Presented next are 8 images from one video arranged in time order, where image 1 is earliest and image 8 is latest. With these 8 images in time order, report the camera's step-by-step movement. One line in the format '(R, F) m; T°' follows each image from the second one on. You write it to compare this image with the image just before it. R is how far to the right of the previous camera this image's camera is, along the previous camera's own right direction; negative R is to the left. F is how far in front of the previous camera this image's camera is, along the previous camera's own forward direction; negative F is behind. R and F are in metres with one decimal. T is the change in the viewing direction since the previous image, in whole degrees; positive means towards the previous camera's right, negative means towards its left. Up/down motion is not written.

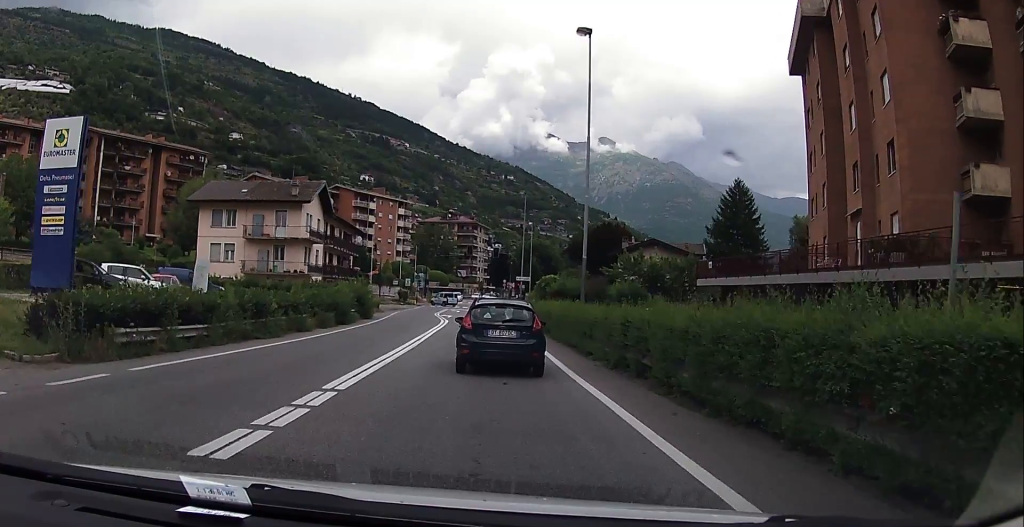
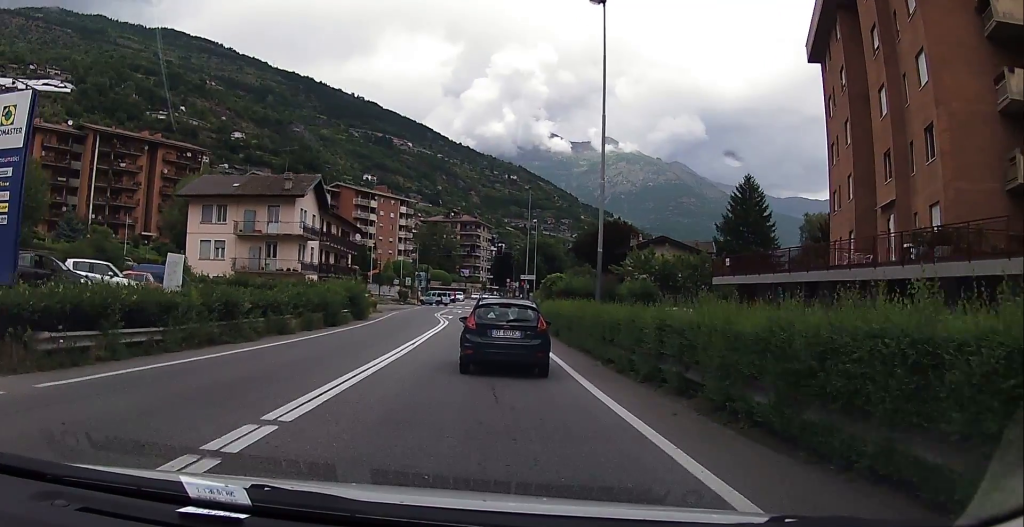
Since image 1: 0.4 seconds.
(+0.2, +2.7) m; -1°
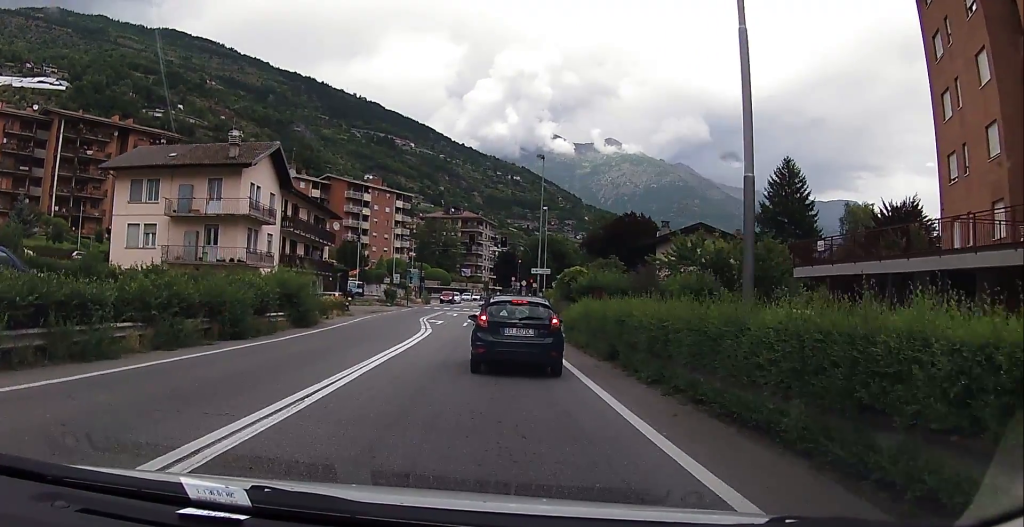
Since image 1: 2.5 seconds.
(0.0, +12.2) m; +3°
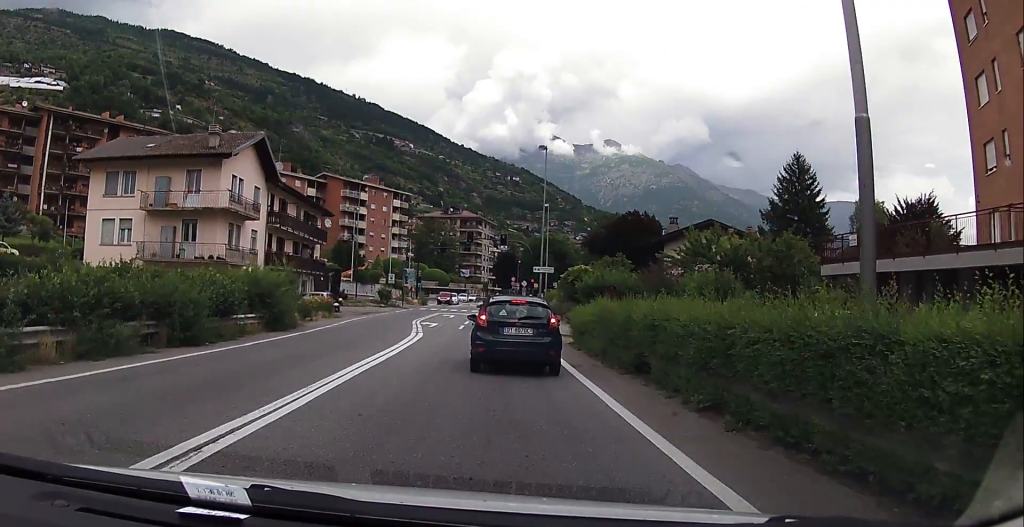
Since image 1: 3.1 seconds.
(-0.2, +3.1) m; -2°
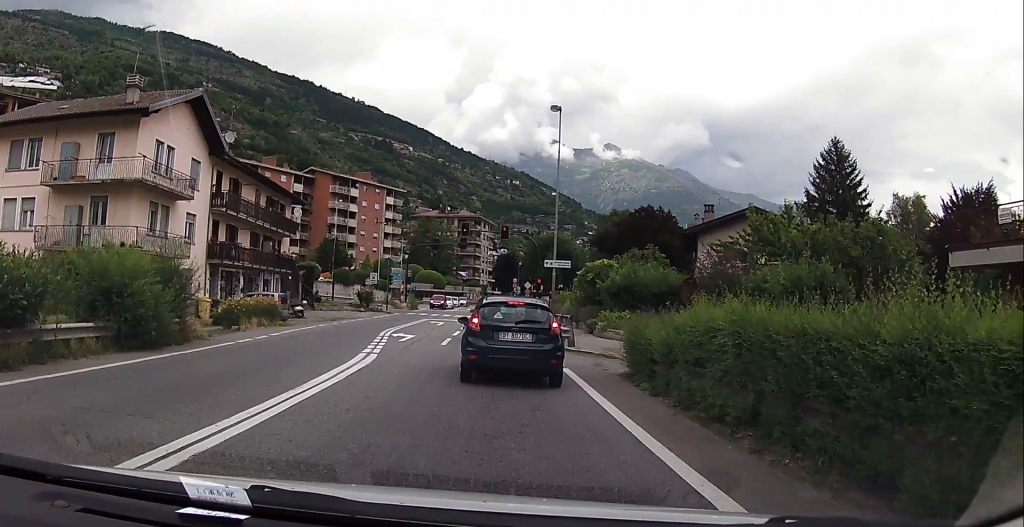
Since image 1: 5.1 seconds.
(+0.2, +9.1) m; 0°
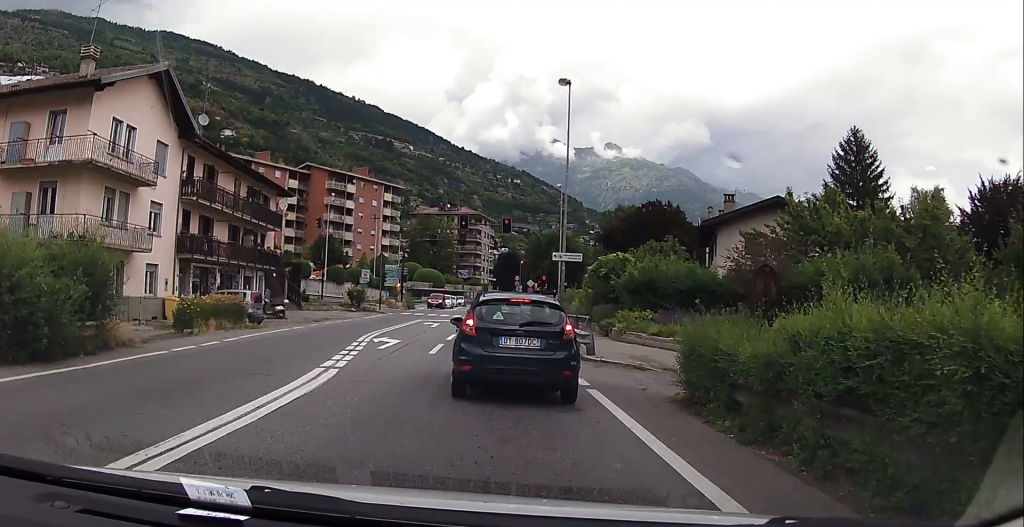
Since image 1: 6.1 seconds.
(-0.3, +3.8) m; +1°
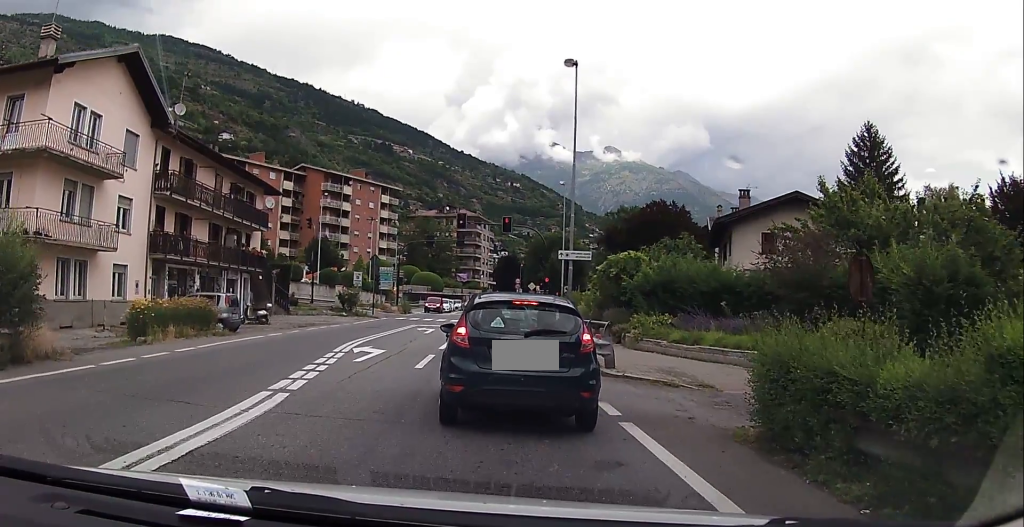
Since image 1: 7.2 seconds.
(+0.4, +2.8) m; +1°
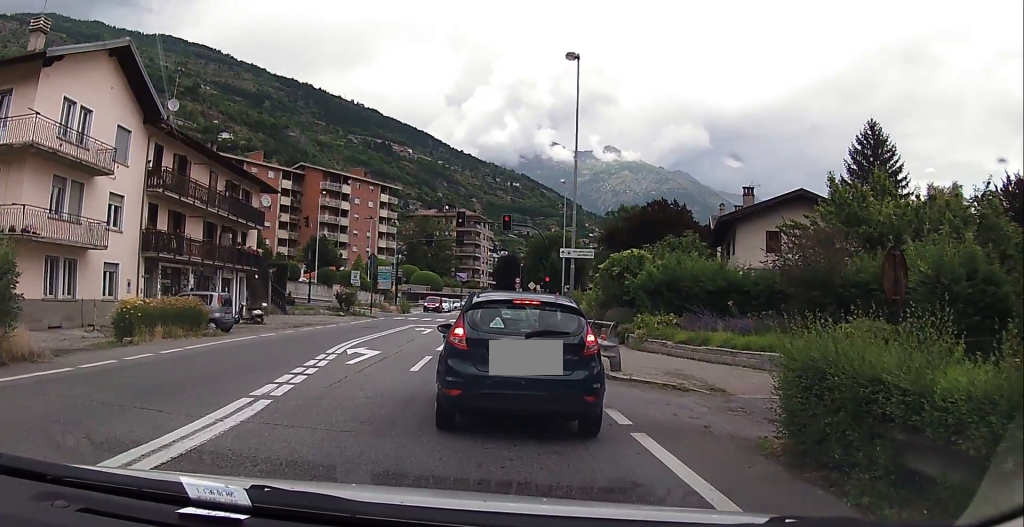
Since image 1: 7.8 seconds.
(+0.4, +0.5) m; 0°
